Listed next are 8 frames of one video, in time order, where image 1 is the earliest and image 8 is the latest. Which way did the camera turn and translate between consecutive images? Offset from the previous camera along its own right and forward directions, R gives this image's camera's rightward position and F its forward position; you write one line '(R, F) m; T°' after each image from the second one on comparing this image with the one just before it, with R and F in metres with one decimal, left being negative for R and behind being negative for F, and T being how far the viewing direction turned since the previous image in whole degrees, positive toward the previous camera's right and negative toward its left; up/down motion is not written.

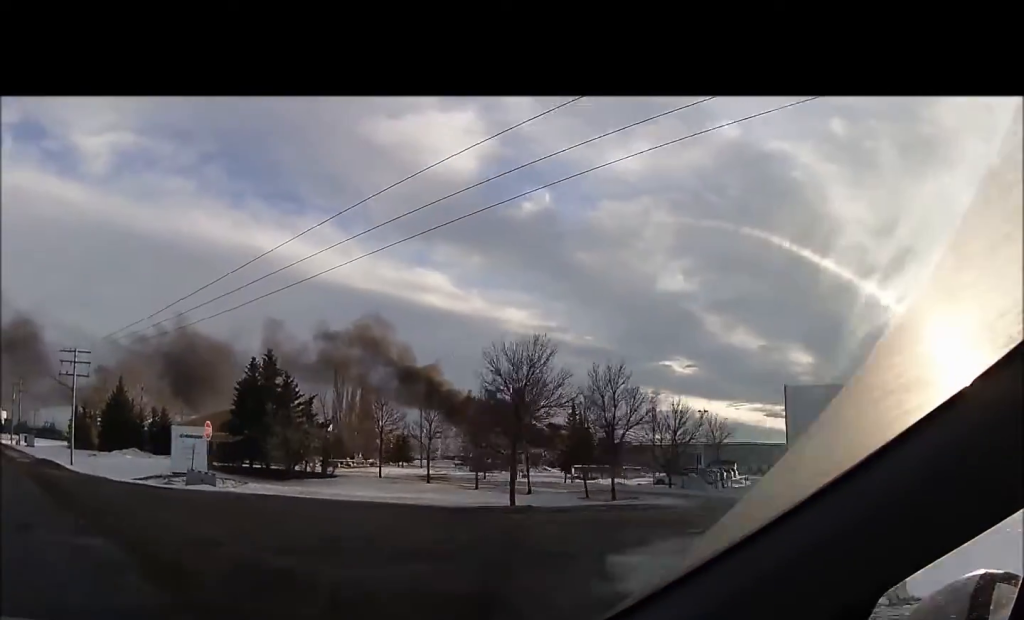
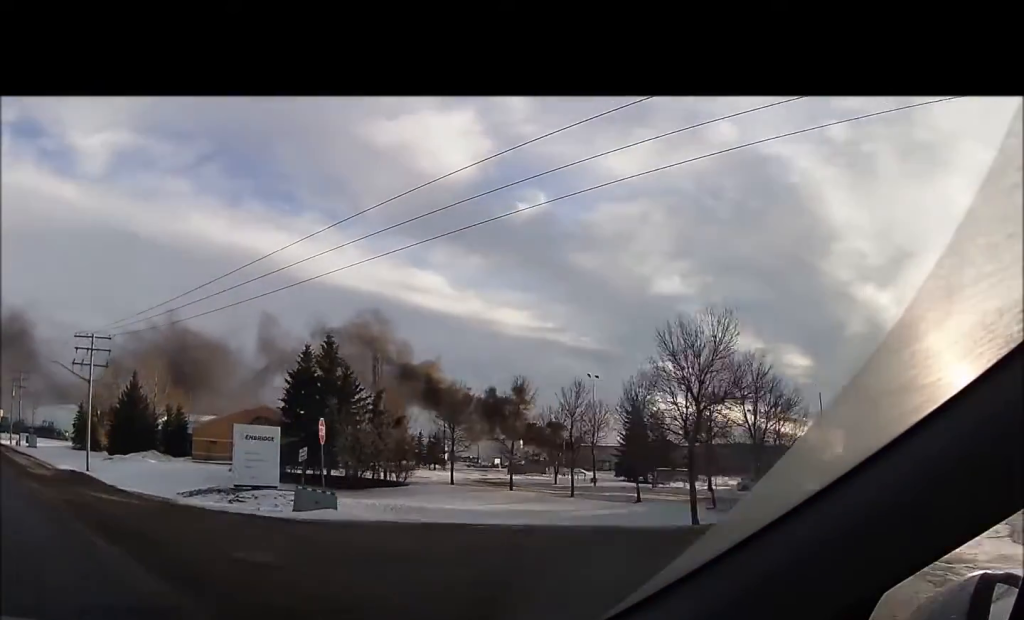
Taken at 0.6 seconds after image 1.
(0.0, +9.5) m; 0°
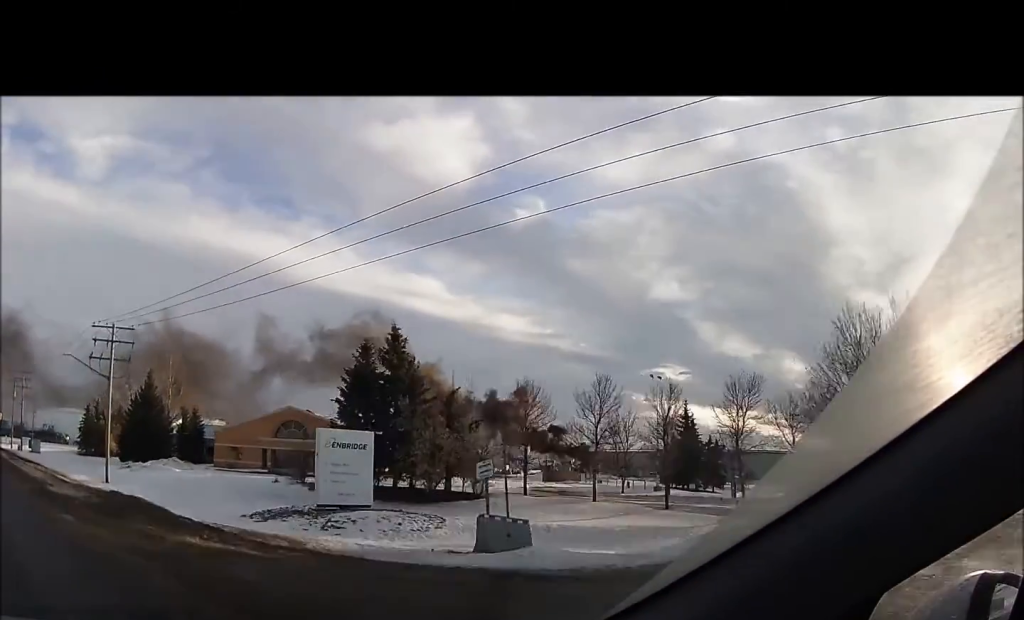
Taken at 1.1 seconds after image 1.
(0.0, +7.4) m; 0°
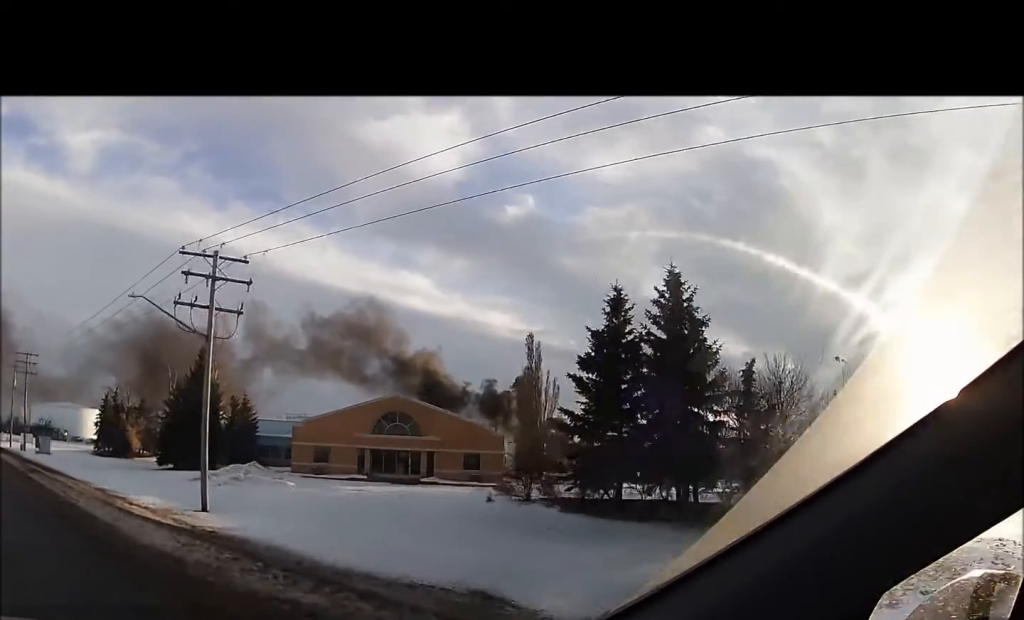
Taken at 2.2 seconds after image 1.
(0.0, +18.6) m; 0°
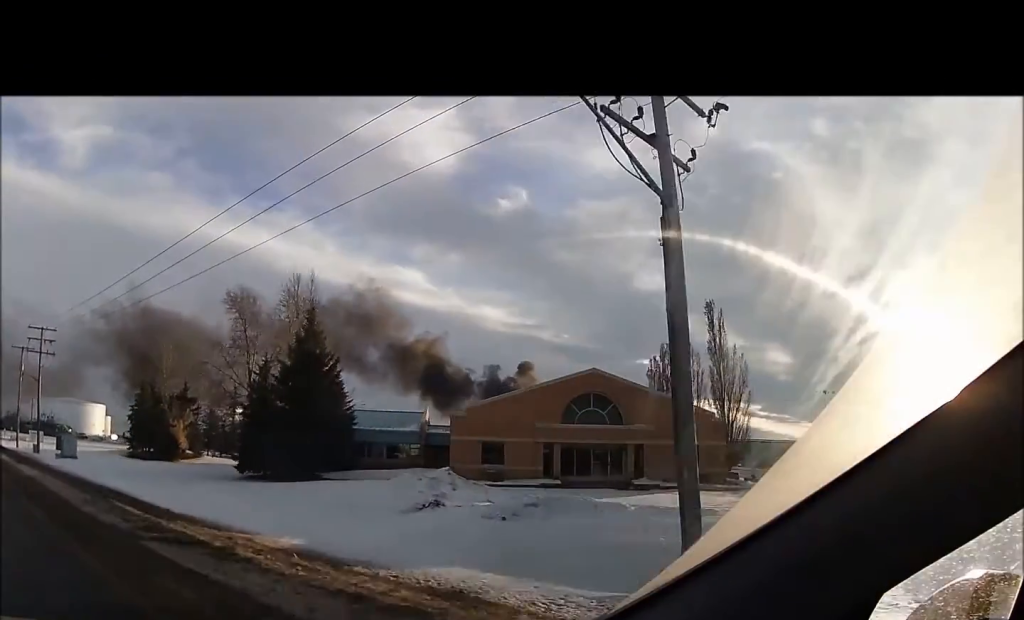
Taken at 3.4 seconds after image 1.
(+0.2, +18.4) m; +1°
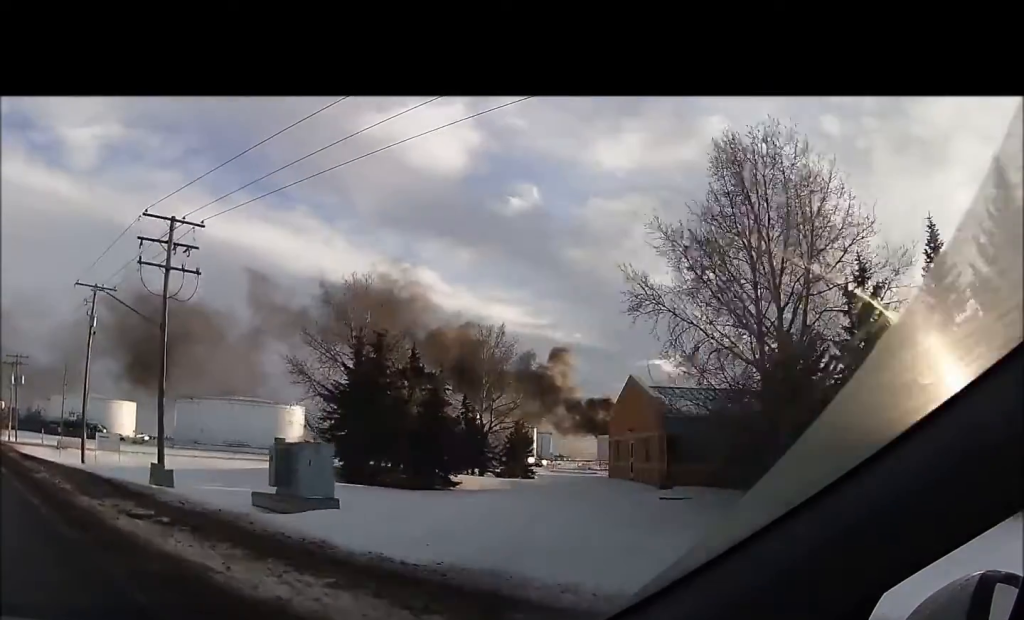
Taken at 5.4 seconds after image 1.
(+0.1, +34.8) m; -1°
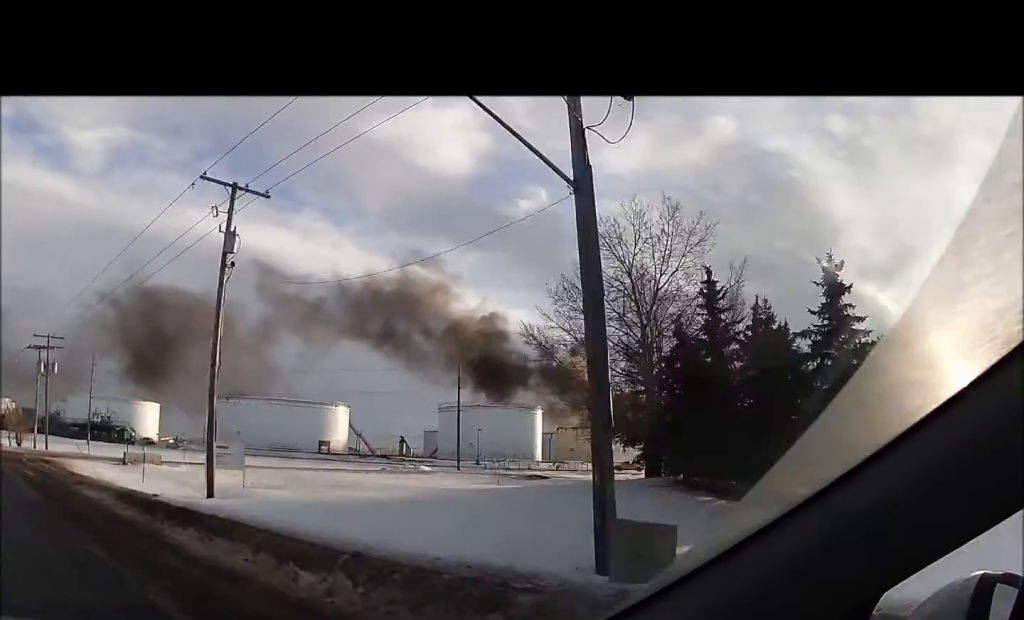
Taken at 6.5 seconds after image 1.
(-0.3, +20.9) m; -1°
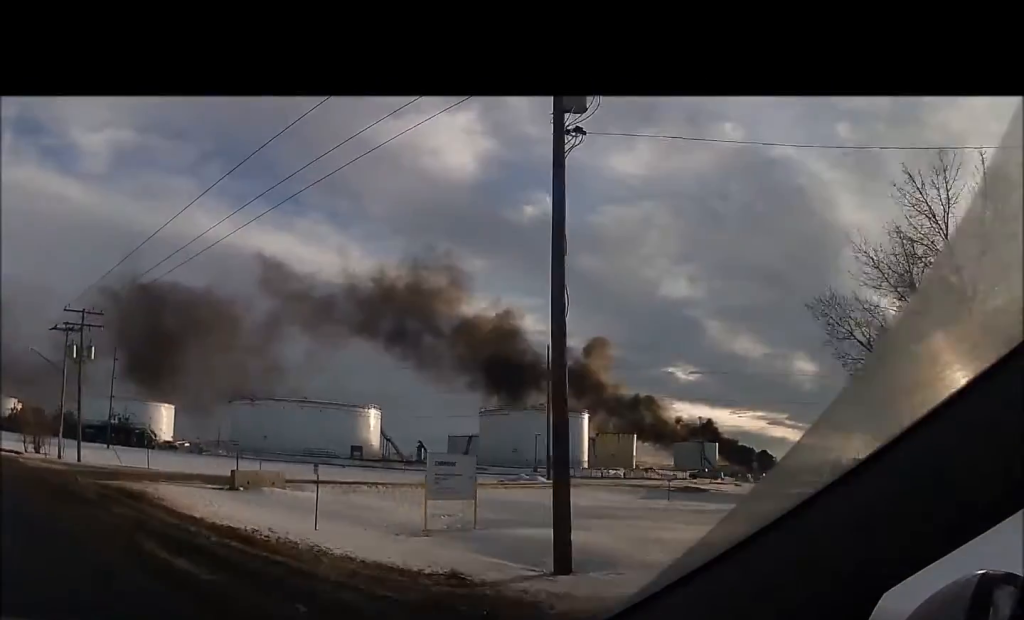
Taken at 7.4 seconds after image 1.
(+0.1, +15.4) m; 0°
